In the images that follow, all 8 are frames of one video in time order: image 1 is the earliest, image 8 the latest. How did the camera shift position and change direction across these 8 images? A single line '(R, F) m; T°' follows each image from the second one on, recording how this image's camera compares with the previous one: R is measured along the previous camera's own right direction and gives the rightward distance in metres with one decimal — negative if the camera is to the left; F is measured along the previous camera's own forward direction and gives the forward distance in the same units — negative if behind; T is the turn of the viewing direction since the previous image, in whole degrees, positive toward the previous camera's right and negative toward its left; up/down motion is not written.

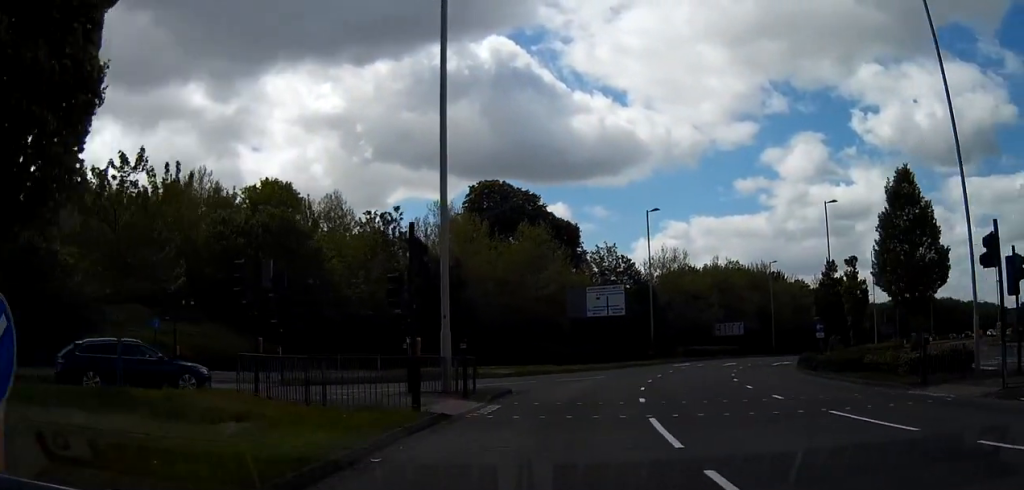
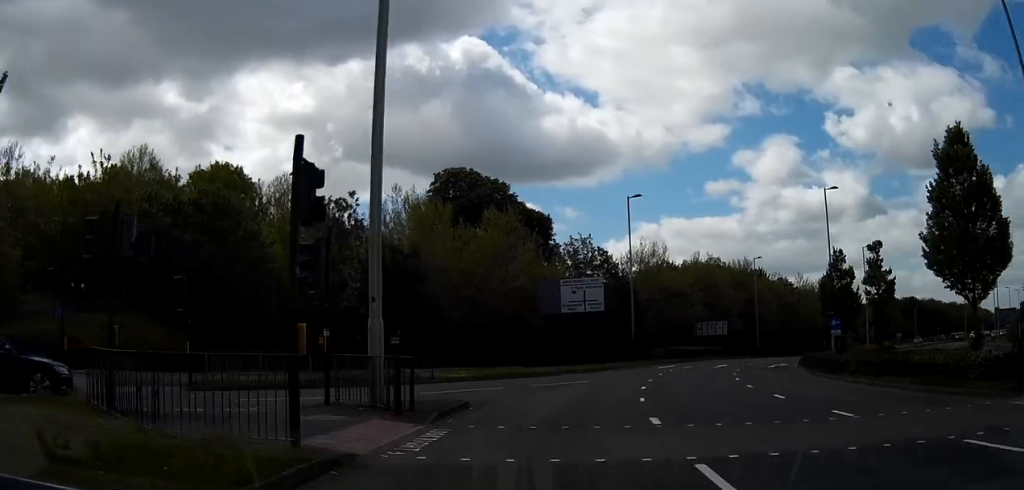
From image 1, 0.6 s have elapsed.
(+0.3, +6.2) m; +2°
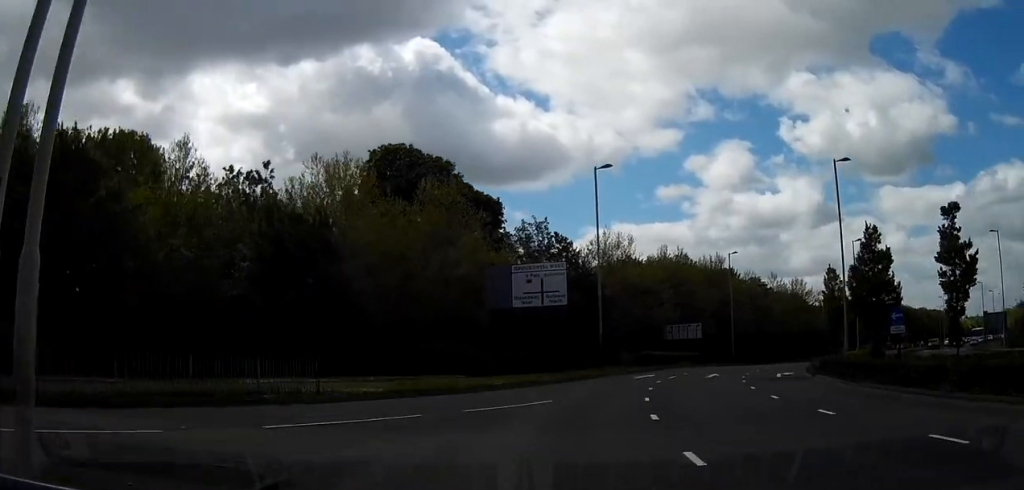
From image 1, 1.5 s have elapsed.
(+0.3, +10.5) m; +4°
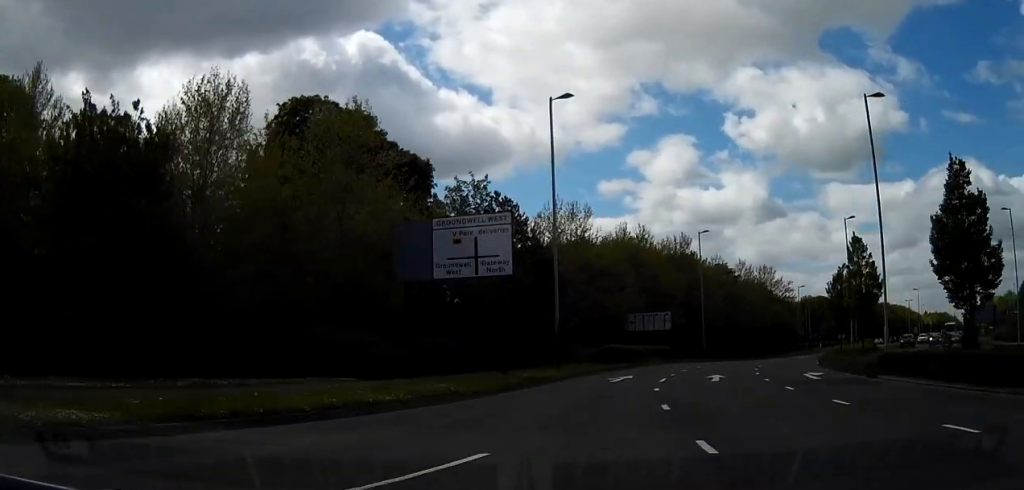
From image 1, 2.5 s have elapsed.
(+0.4, +12.1) m; +5°
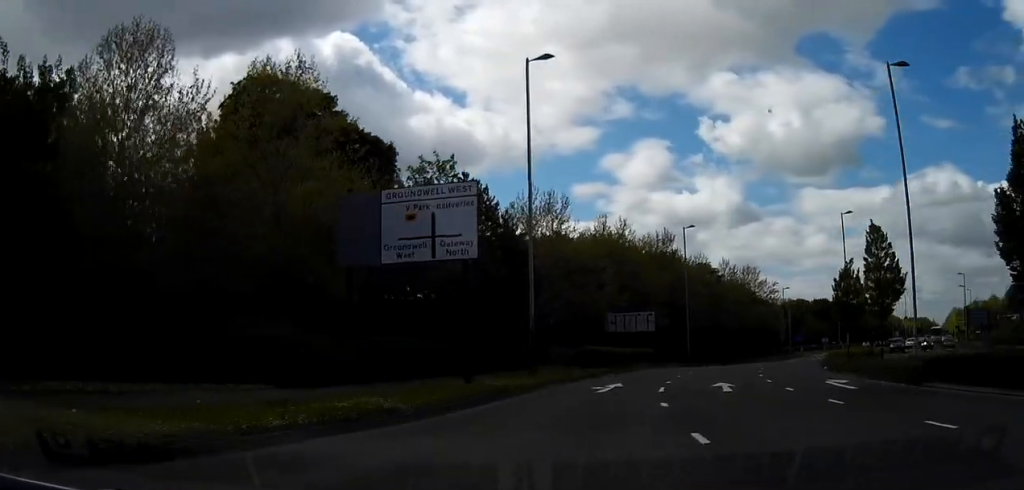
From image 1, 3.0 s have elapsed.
(0.0, +5.2) m; +2°
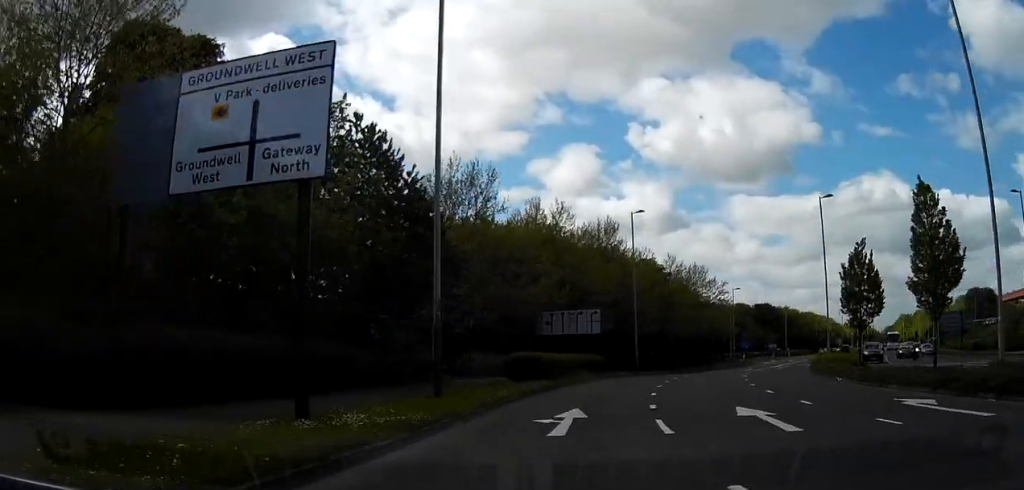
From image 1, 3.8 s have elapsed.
(+0.5, +10.6) m; +6°
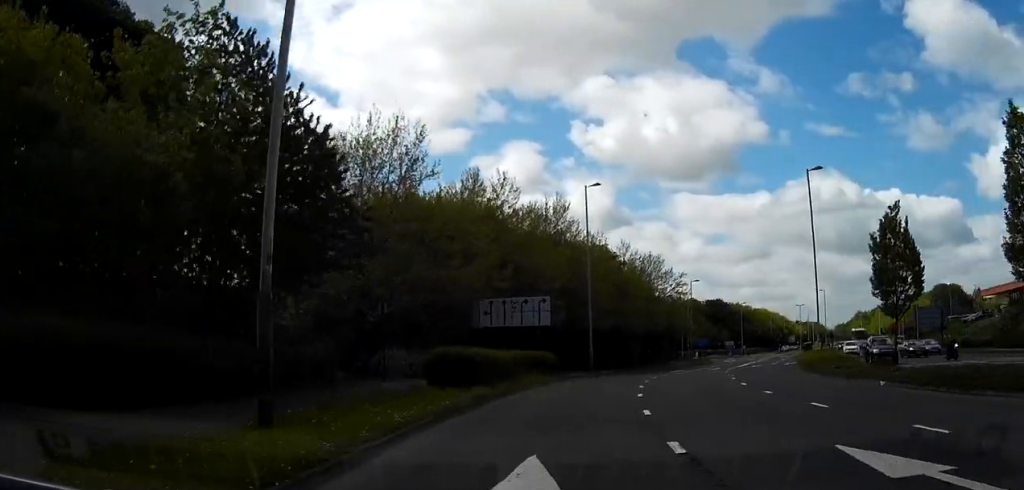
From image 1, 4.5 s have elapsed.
(+0.4, +8.8) m; +4°
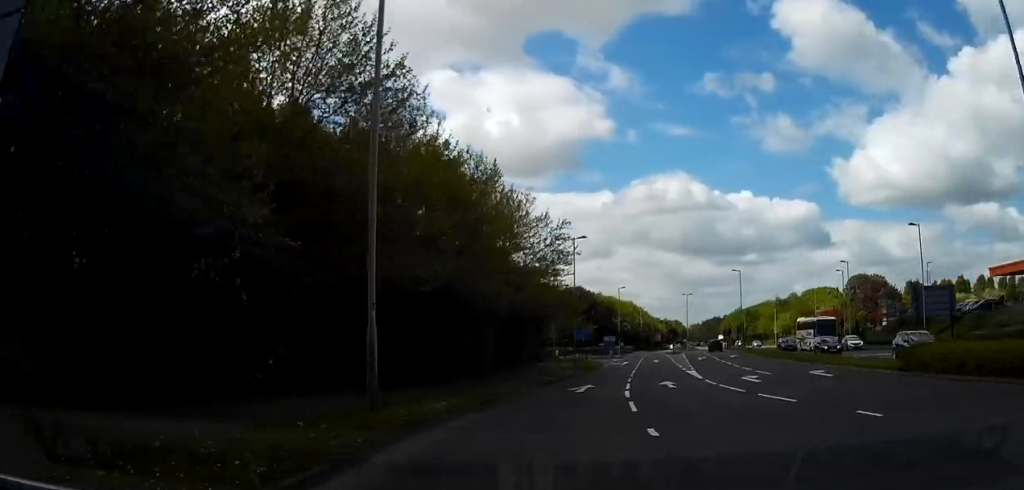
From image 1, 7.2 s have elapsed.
(+4.0, +34.8) m; +12°
